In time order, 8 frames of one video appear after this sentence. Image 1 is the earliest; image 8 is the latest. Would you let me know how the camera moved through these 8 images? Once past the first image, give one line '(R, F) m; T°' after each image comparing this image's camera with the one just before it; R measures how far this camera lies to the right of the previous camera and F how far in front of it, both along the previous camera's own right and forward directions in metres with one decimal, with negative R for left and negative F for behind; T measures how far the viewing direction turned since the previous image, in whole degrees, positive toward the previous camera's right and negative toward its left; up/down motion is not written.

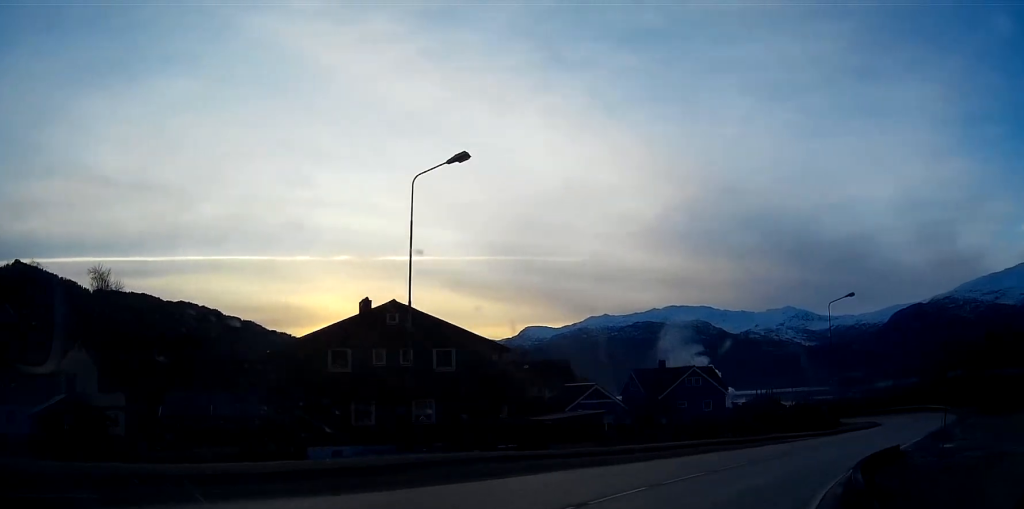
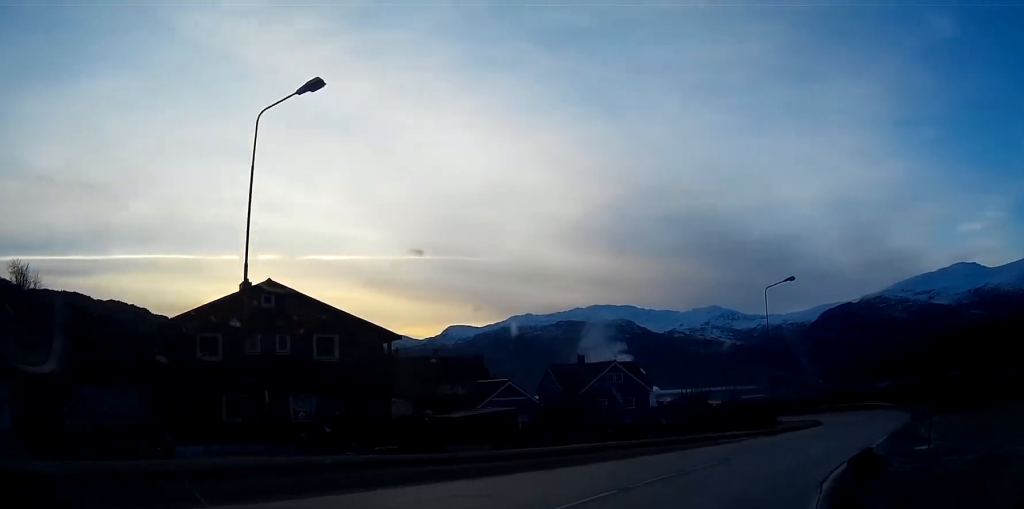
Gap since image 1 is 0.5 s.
(+0.4, +5.6) m; +6°
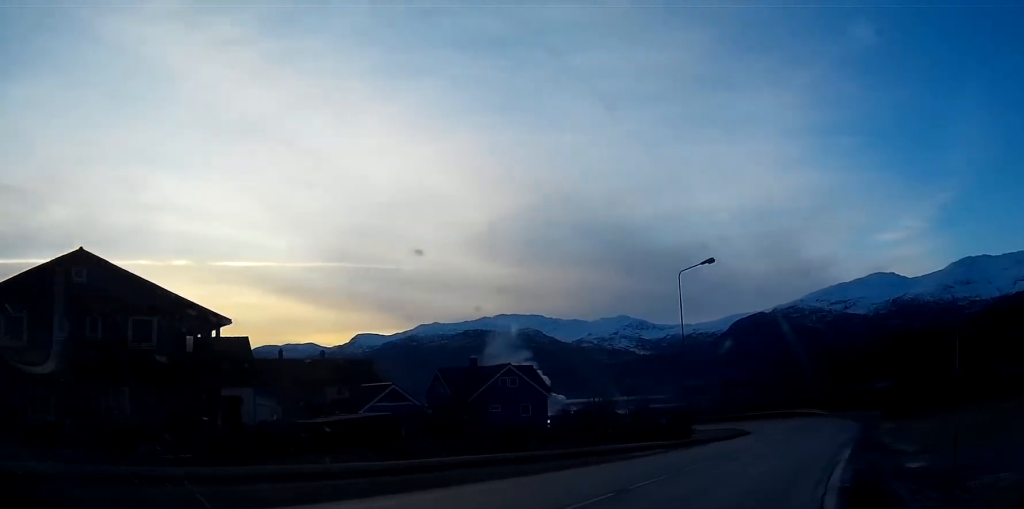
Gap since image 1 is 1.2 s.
(+0.5, +7.9) m; +6°
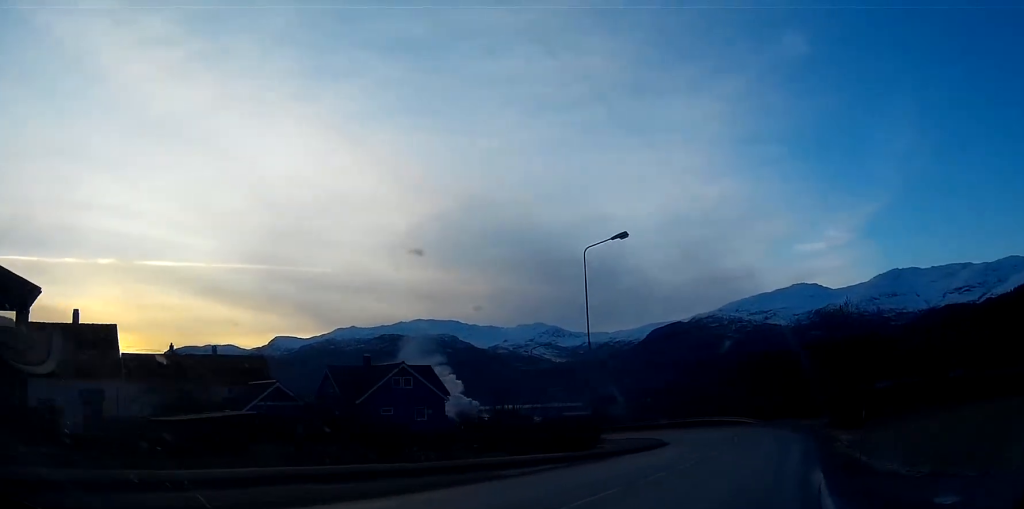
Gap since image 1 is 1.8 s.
(+0.2, +7.2) m; +4°
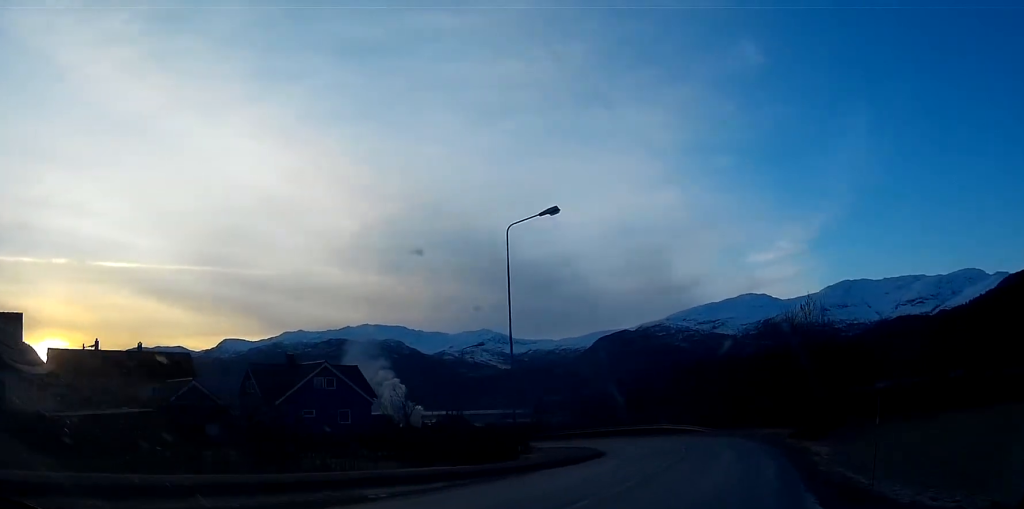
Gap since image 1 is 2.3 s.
(+0.2, +5.3) m; +2°
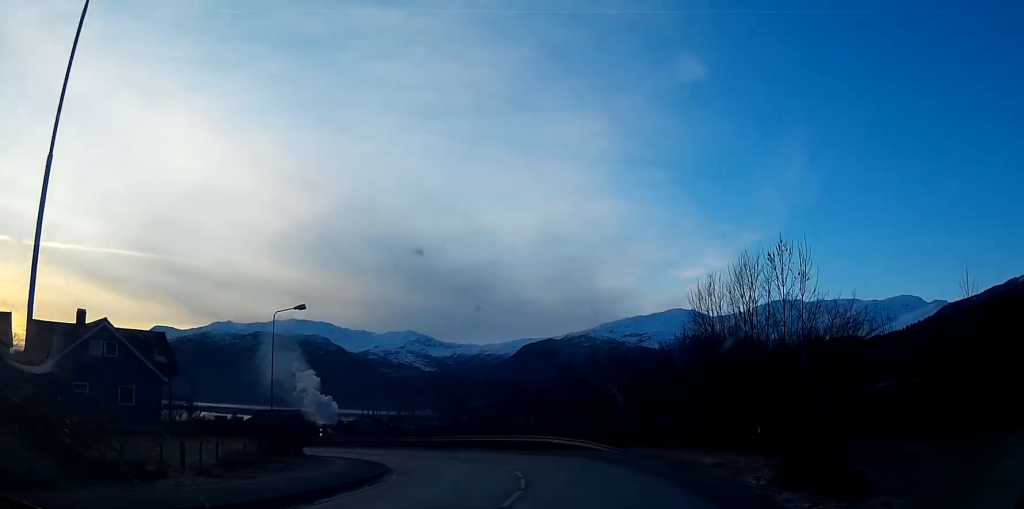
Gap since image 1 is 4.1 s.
(+1.0, +20.7) m; +2°
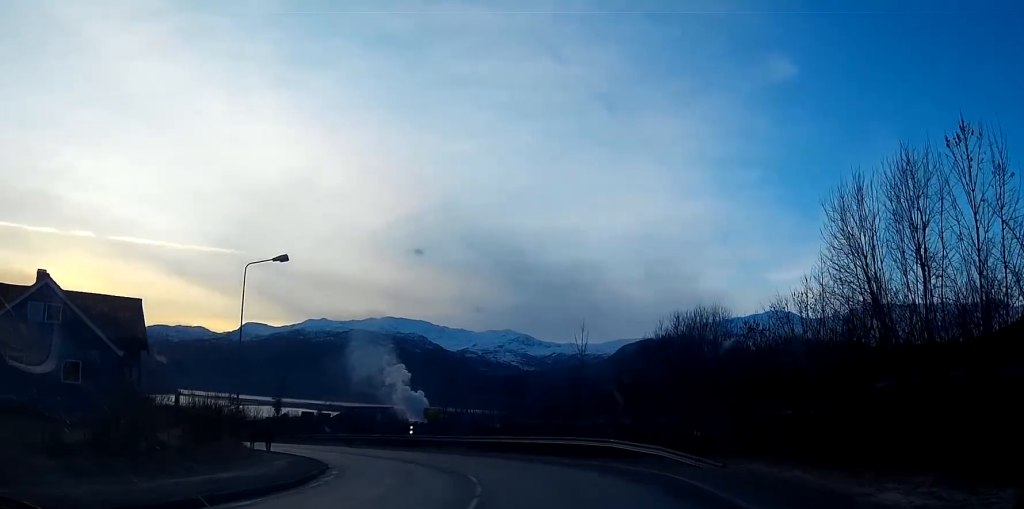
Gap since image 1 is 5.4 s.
(-0.4, +14.1) m; -6°
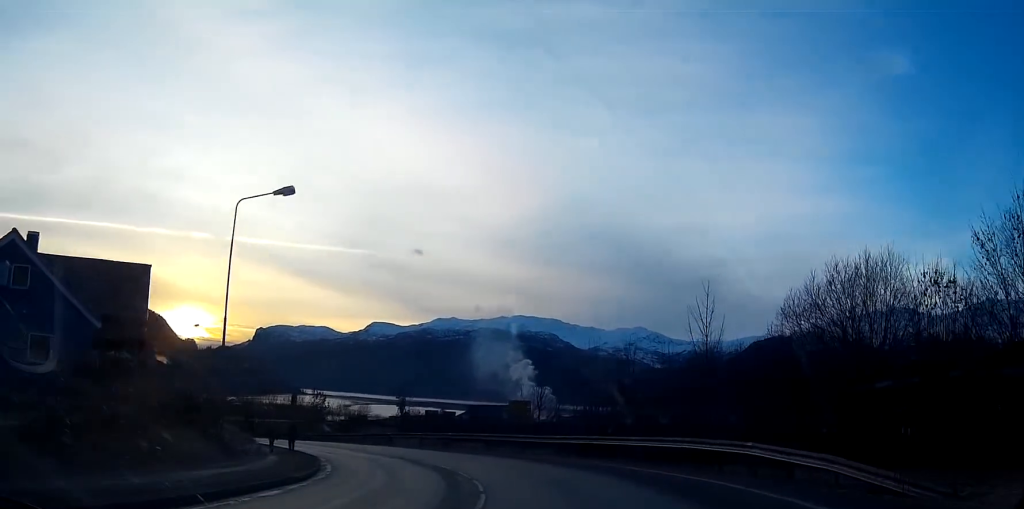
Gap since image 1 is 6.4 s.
(-0.8, +11.1) m; -9°
